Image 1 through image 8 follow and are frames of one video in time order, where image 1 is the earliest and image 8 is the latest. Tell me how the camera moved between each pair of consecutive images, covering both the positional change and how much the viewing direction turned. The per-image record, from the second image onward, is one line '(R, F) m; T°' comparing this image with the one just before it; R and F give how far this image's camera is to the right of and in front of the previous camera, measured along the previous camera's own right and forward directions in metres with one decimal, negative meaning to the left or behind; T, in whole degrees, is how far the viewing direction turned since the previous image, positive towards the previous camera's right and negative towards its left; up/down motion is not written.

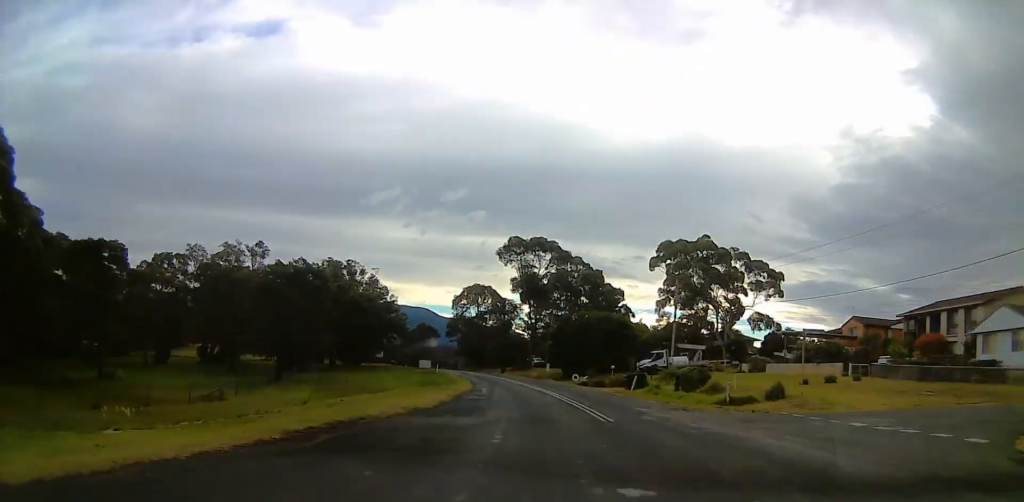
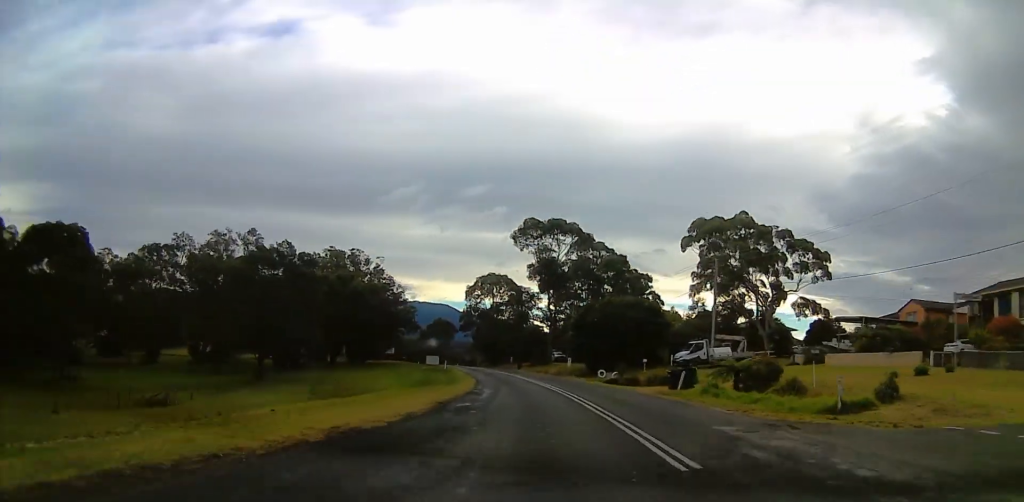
(-1.1, +8.8) m; -5°
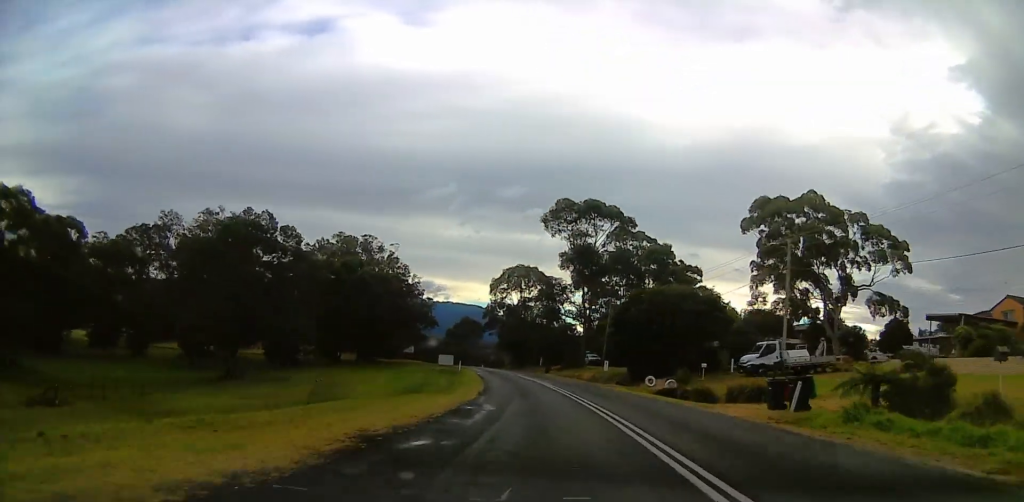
(-0.6, +11.2) m; -3°
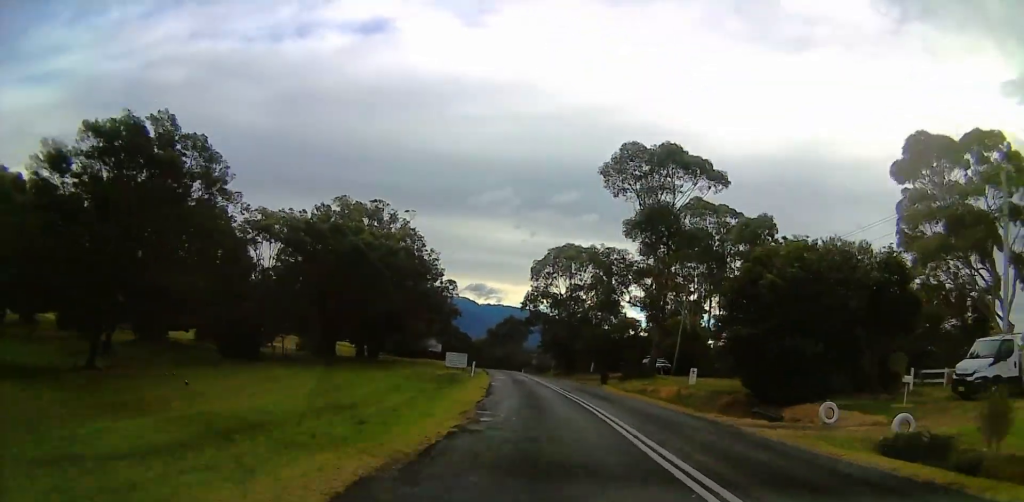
(-0.2, +20.8) m; -2°
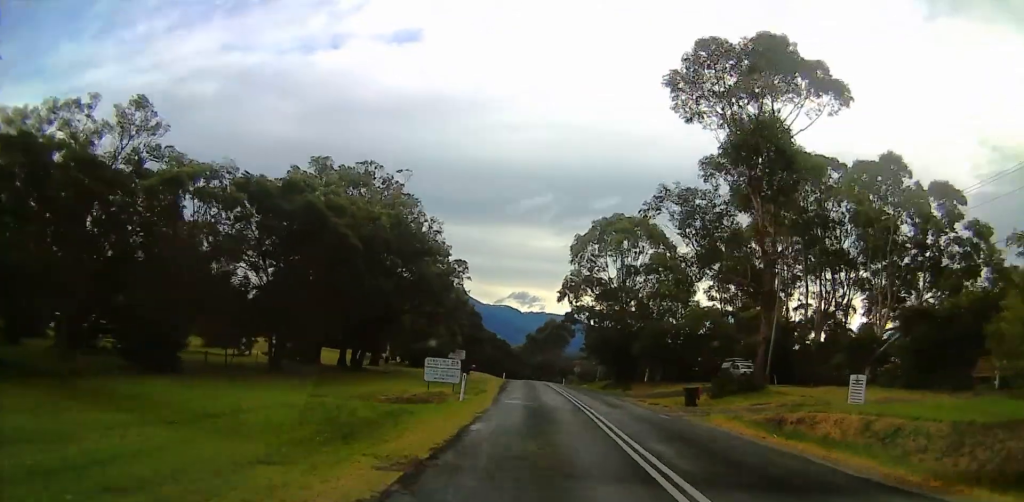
(-0.6, +18.9) m; -7°
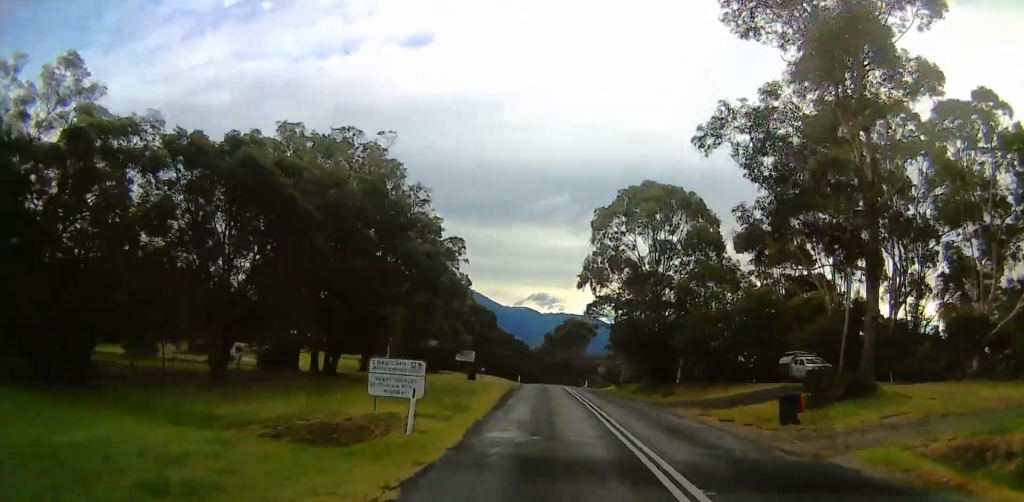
(-0.4, +10.3) m; -3°
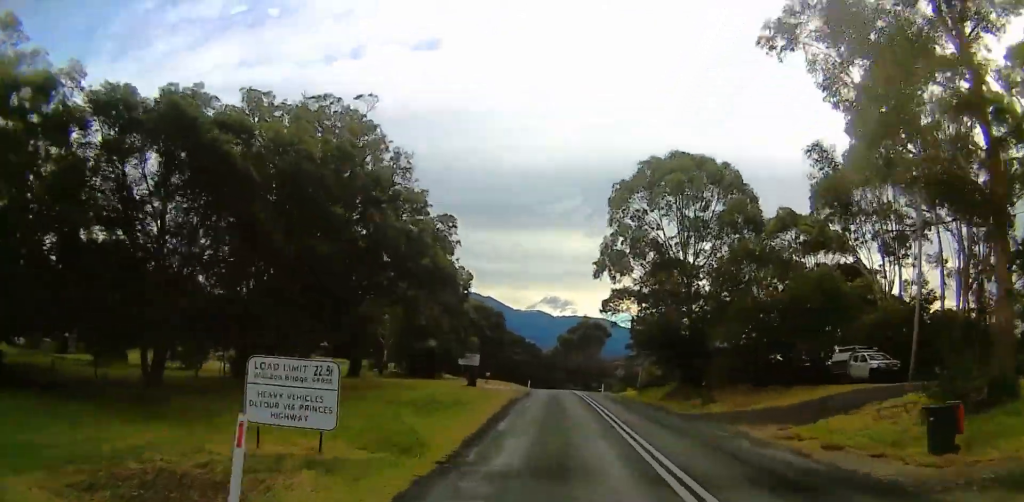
(-0.6, +7.5) m; -1°
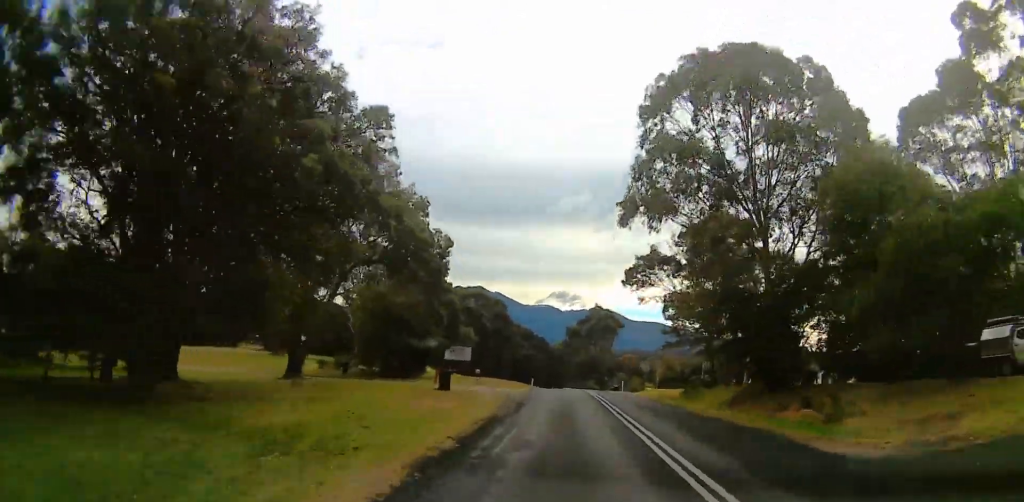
(+0.1, +14.2) m; -1°
